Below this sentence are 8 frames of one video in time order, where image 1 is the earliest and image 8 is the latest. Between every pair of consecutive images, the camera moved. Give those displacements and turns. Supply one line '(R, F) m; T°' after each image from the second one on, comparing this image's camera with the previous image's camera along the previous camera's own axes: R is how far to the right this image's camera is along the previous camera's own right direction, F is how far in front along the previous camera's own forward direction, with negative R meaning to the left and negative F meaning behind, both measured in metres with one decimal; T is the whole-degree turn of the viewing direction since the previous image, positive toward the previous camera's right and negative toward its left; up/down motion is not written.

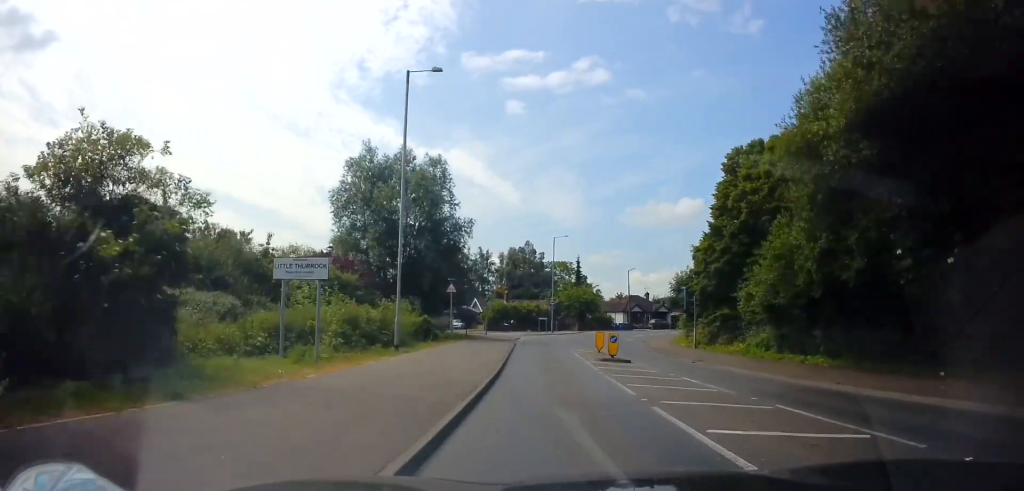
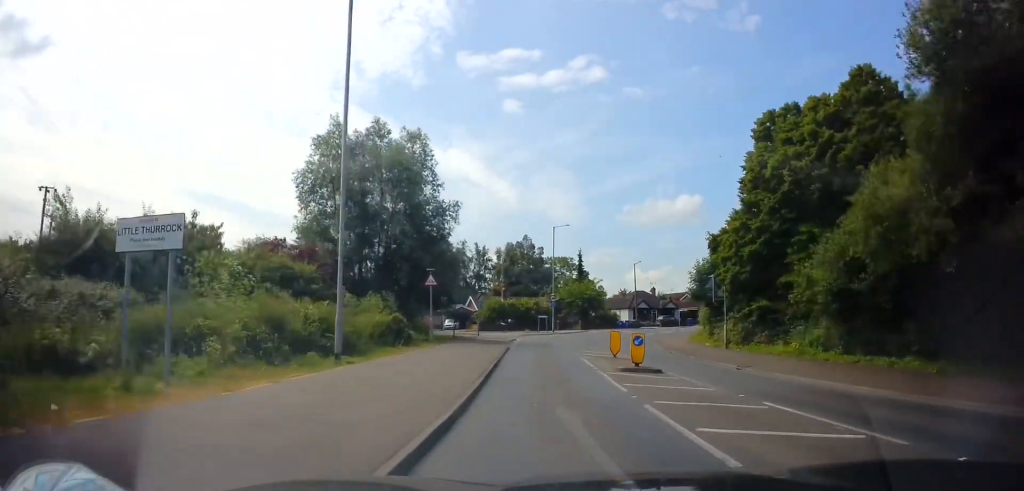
(+0.2, +5.7) m; 0°
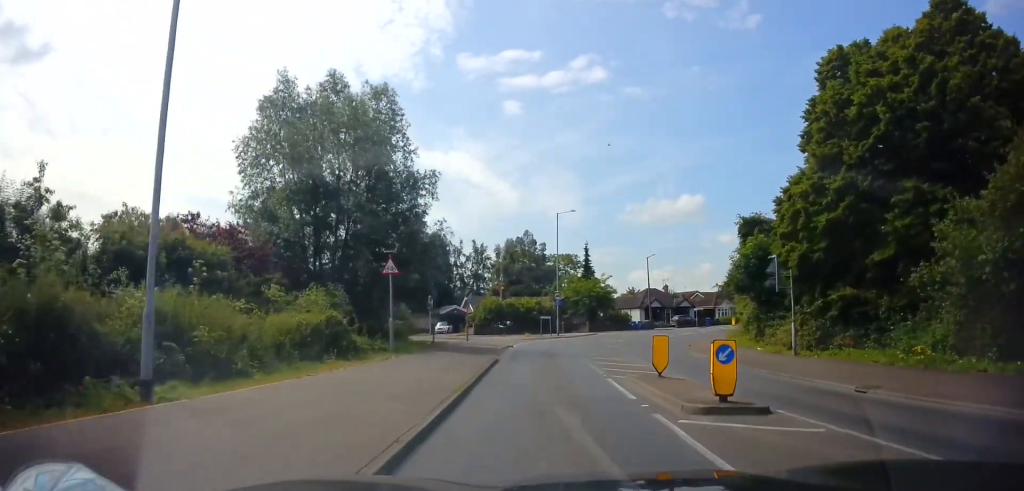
(-0.2, +7.8) m; 0°
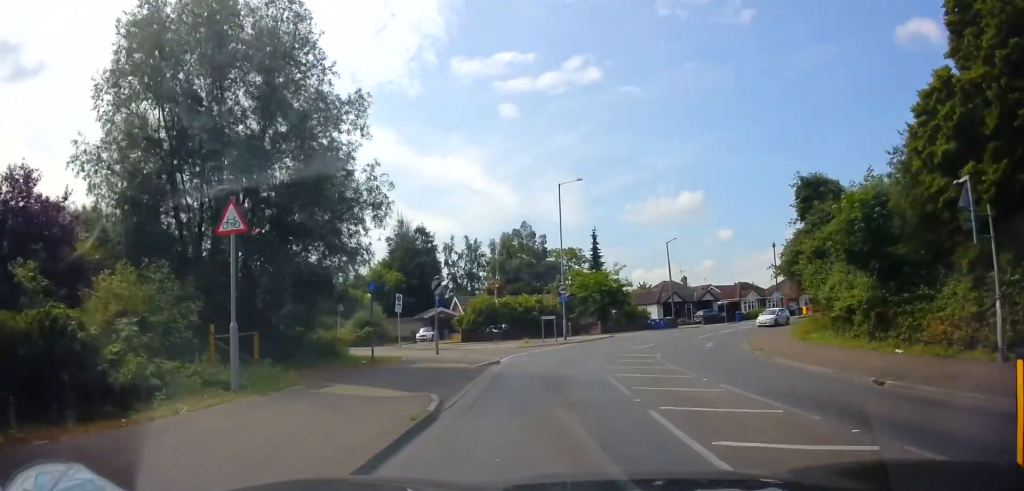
(+0.2, +10.5) m; +2°
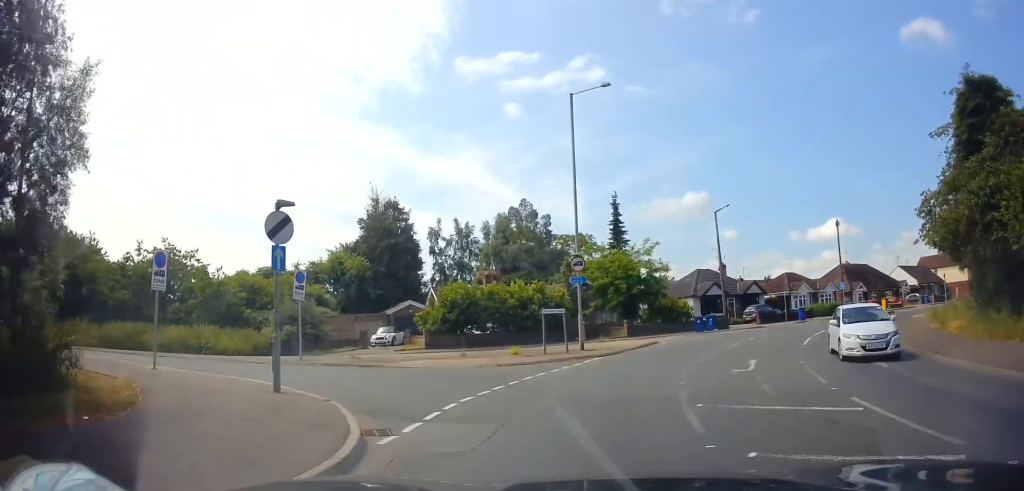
(-0.1, +15.0) m; -3°
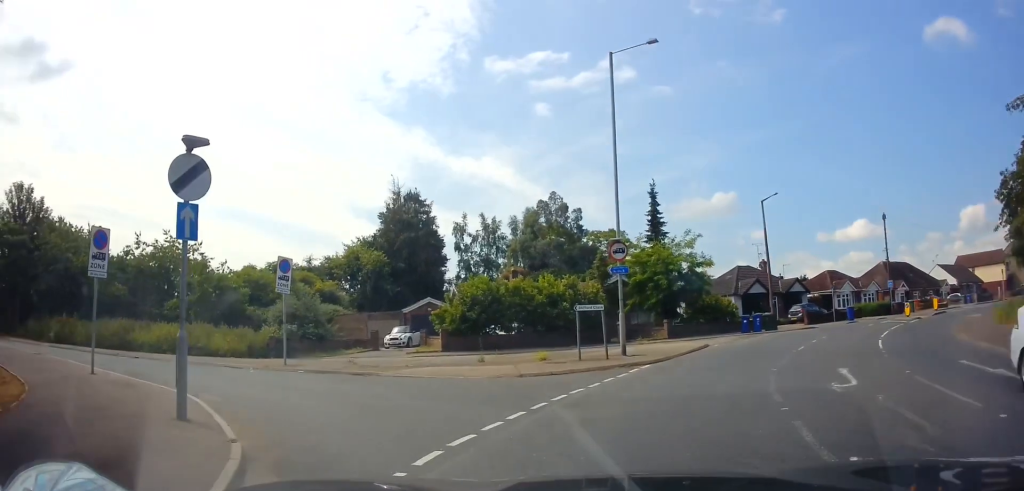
(0.0, +4.0) m; -4°
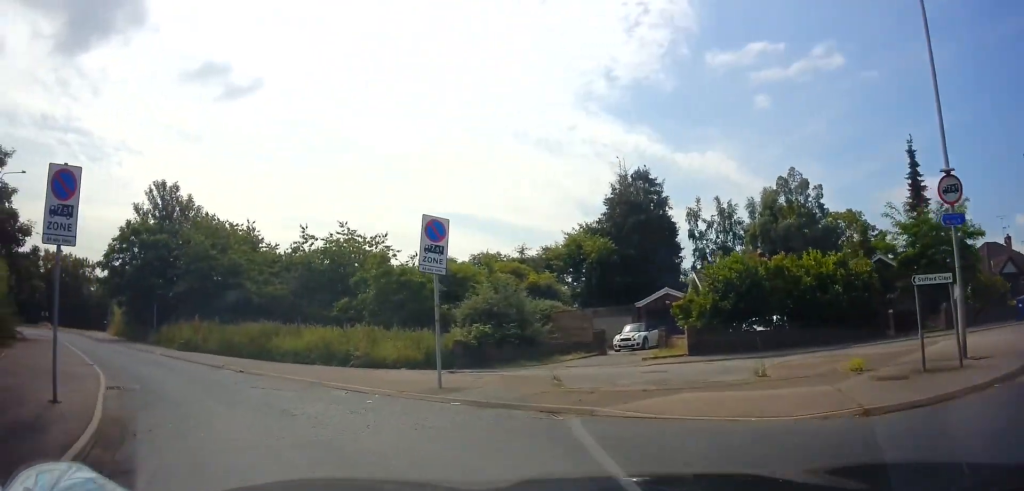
(-1.1, +6.9) m; -26°
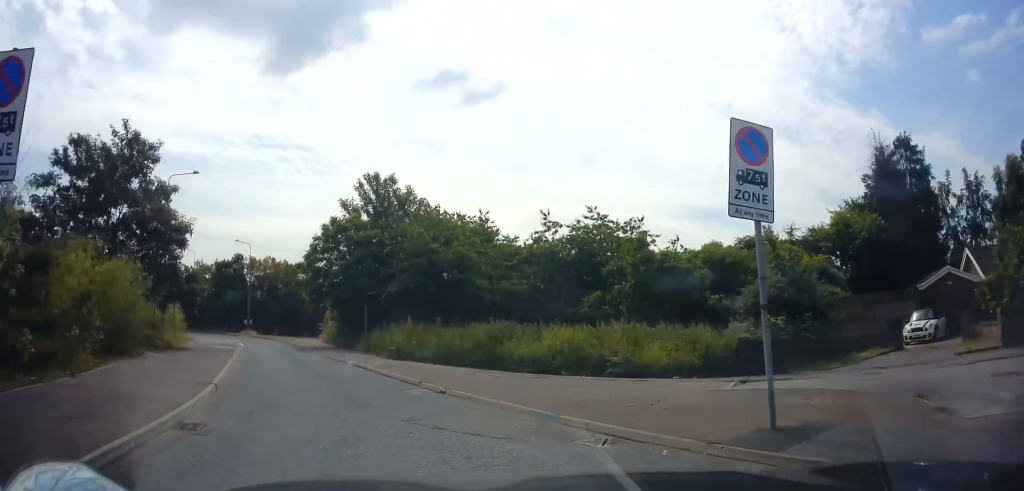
(-1.0, +4.7) m; -23°
